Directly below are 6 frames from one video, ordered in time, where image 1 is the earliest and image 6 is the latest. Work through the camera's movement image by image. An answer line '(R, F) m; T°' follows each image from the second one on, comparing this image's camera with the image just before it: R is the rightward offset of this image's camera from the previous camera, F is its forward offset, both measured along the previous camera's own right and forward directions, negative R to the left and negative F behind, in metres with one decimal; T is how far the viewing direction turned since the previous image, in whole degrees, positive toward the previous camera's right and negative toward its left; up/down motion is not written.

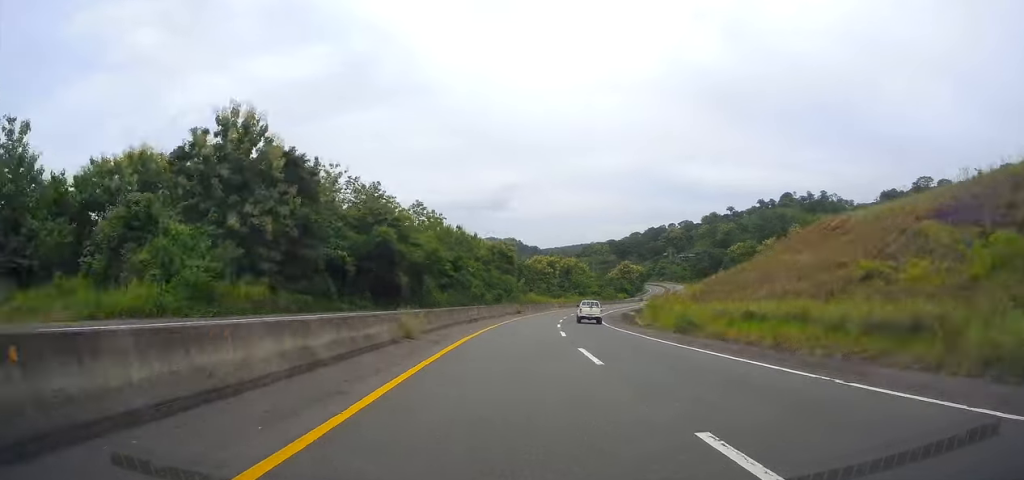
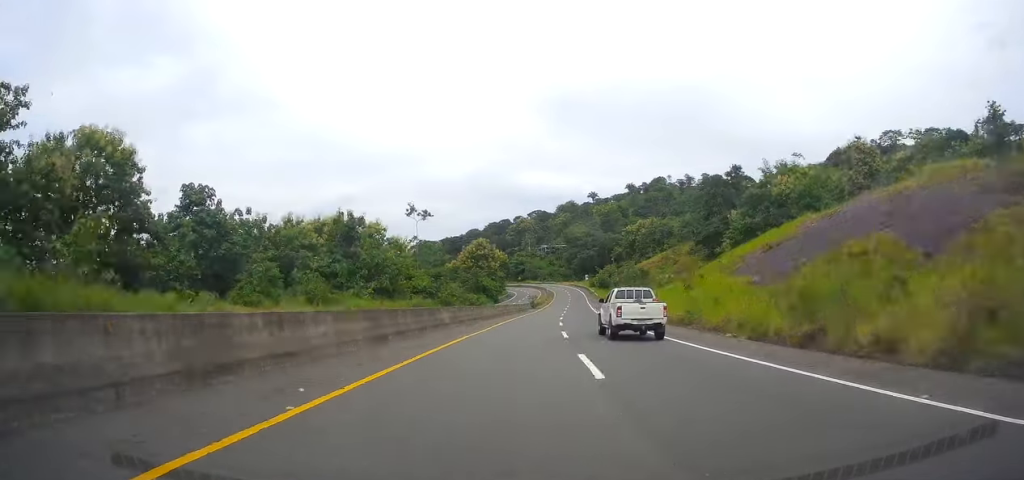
(+12.6, +123.0) m; +13°
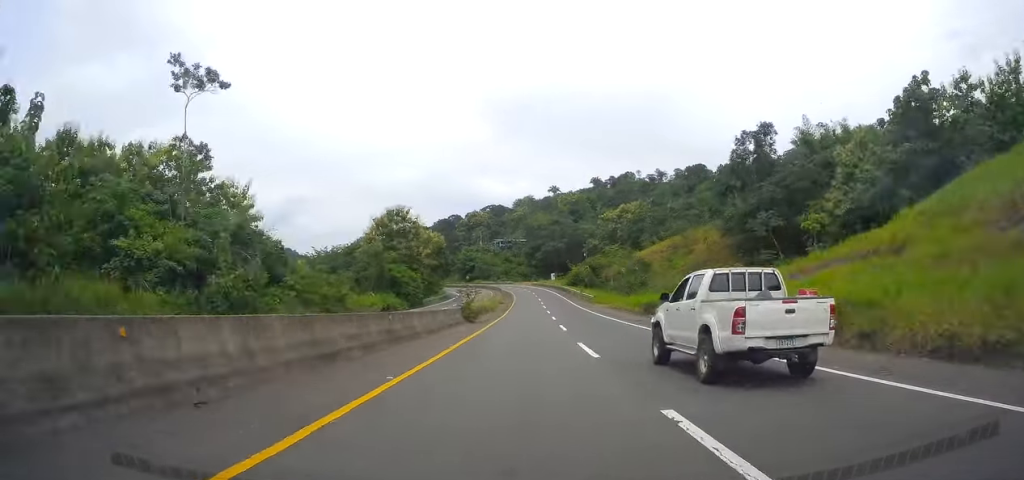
(+2.9, +56.3) m; +5°
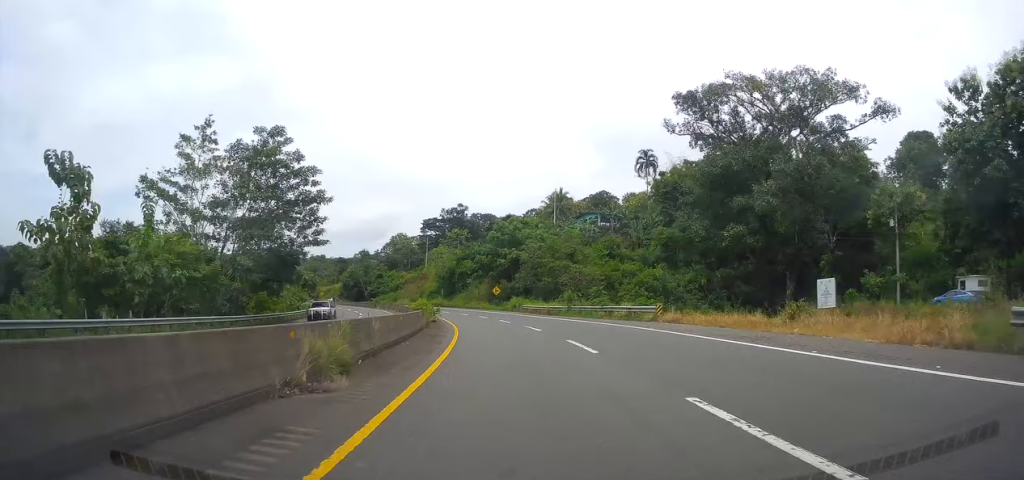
(+5.8, +154.4) m; -3°
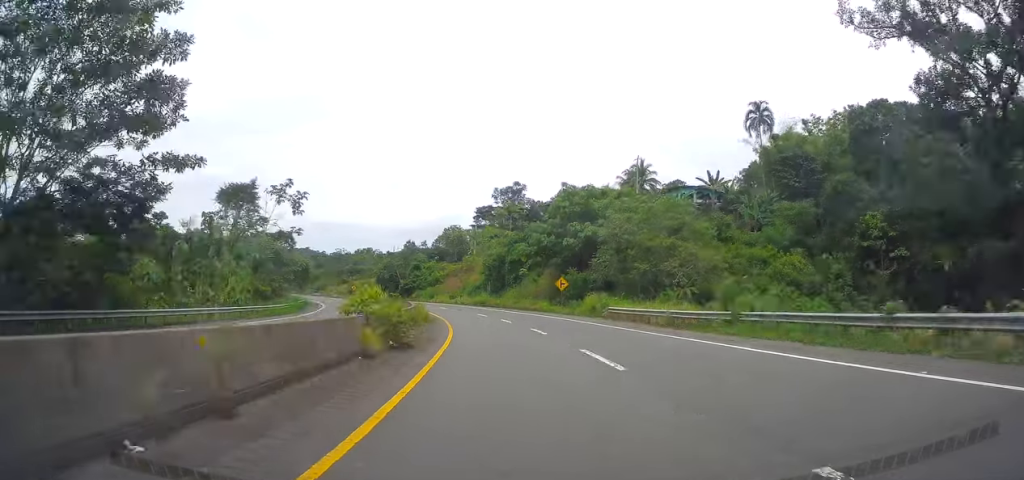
(-1.5, +28.0) m; -5°
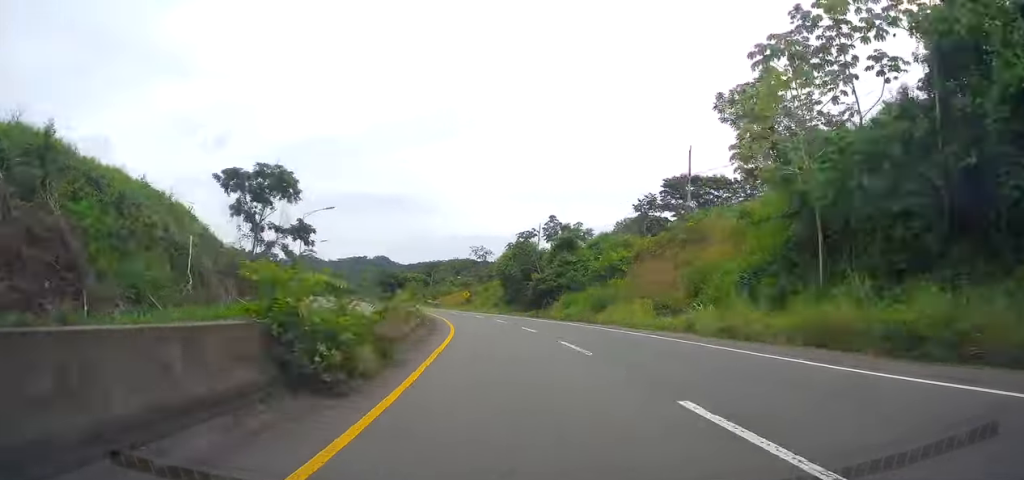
(-8.5, +69.2) m; -16°
